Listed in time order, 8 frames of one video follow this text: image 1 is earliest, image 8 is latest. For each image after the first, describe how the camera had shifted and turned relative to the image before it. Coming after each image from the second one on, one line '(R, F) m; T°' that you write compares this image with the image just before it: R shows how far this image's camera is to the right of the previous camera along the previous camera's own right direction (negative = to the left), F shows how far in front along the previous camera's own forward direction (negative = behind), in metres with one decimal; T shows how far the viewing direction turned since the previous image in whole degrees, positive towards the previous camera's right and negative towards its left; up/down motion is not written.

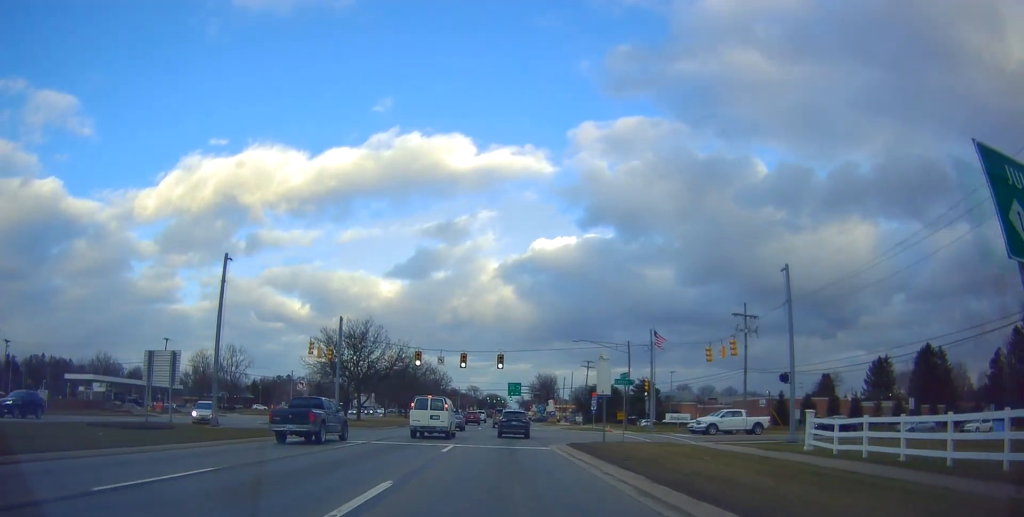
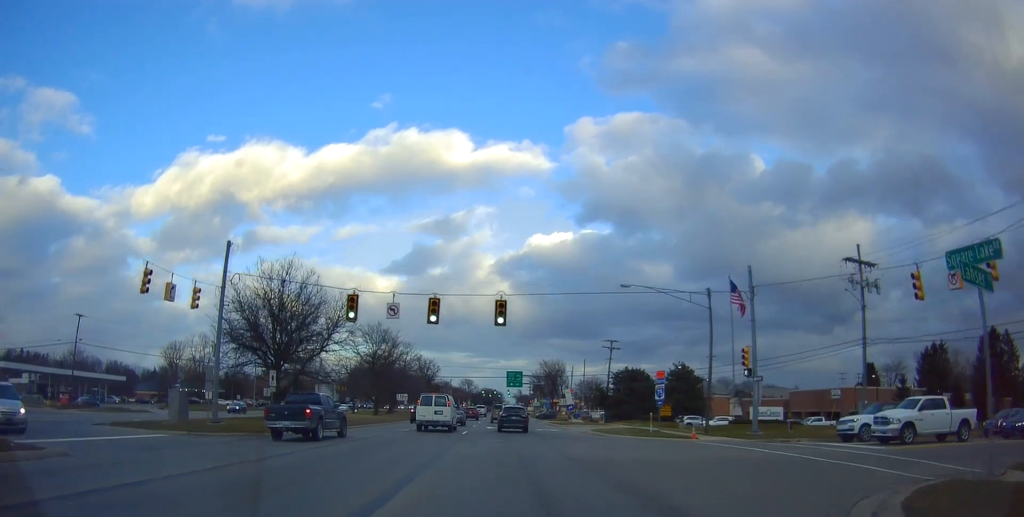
(+0.9, +24.0) m; +2°
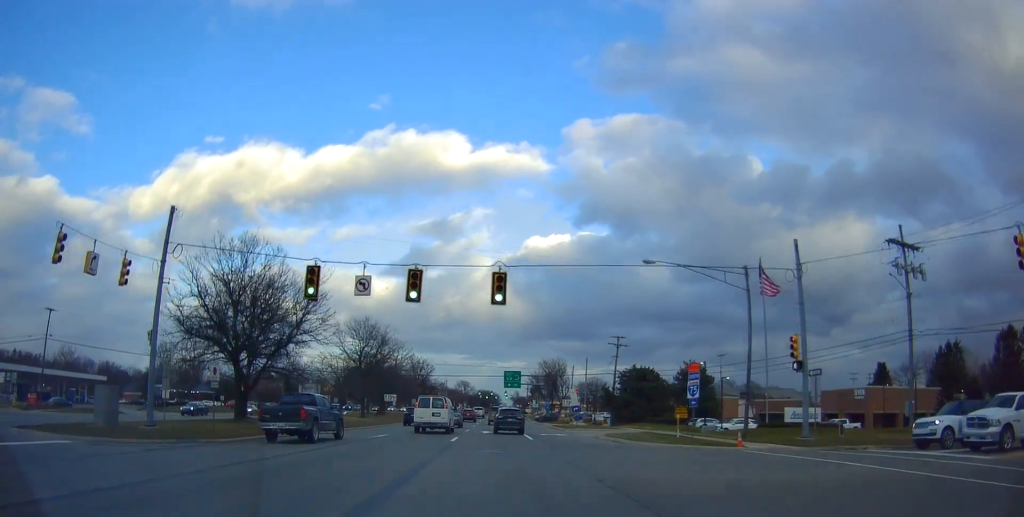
(0.0, +6.1) m; 0°
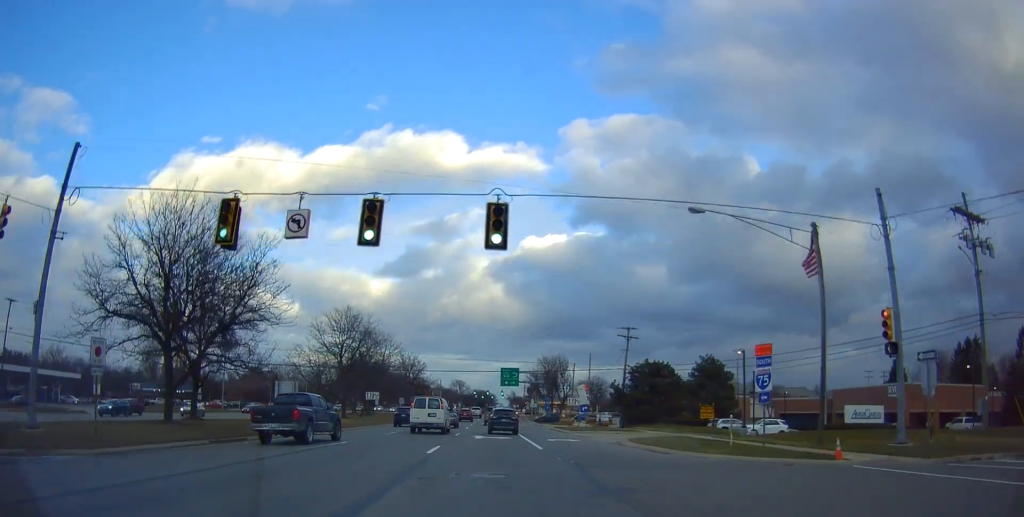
(0.0, +7.7) m; 0°
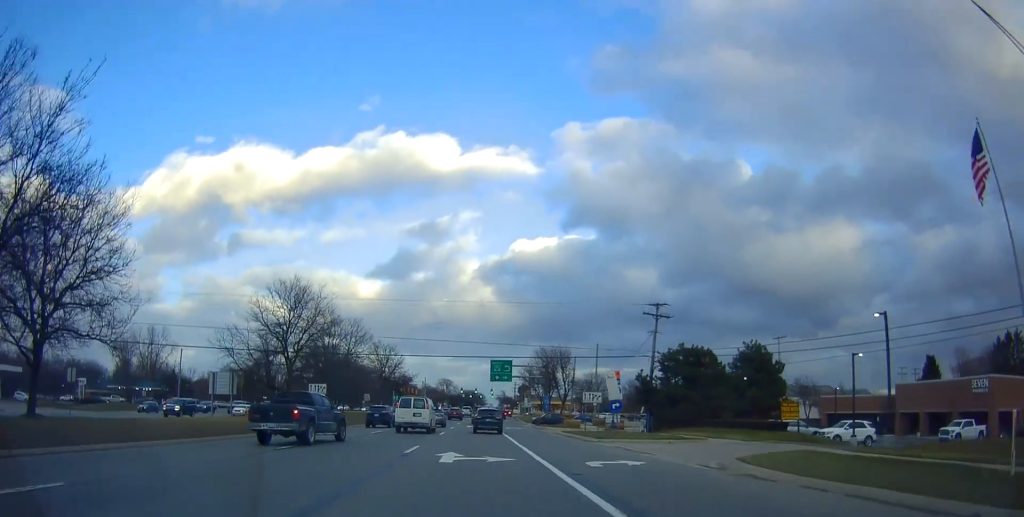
(0.0, +15.2) m; 0°
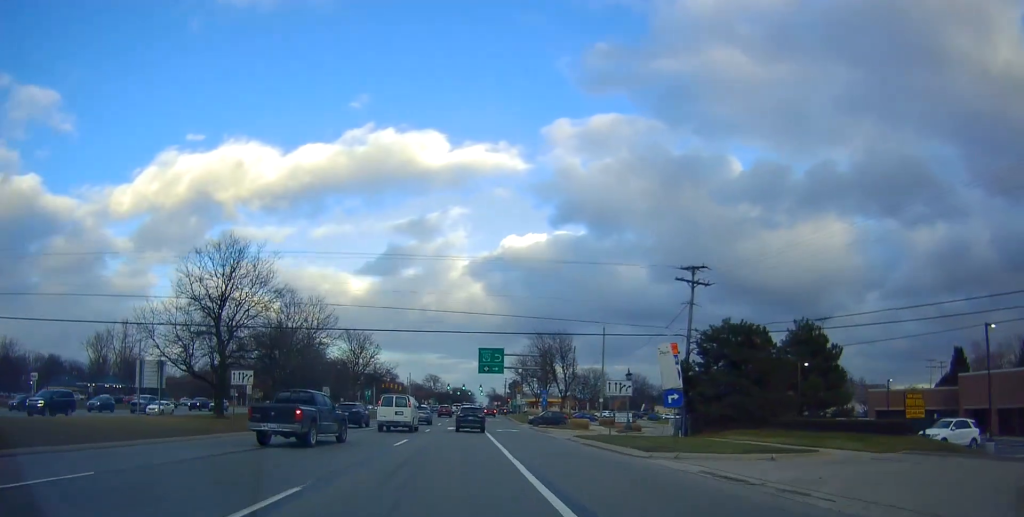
(0.0, +11.6) m; 0°
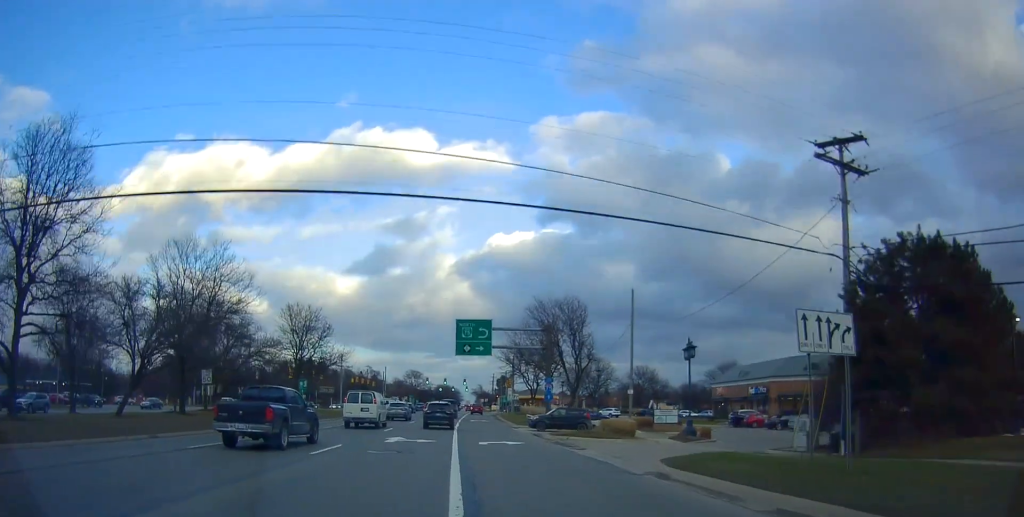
(0.0, +19.6) m; 0°
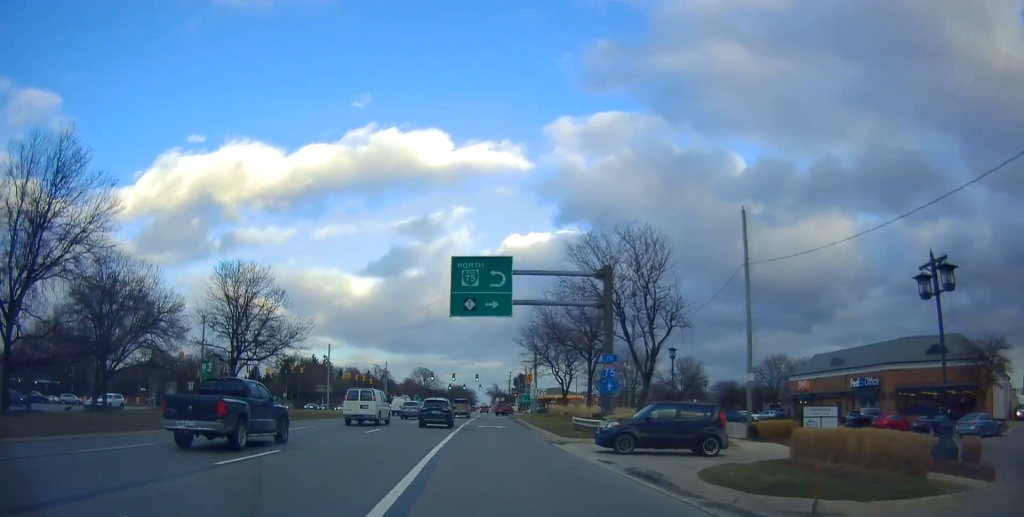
(+0.1, +20.4) m; +2°
